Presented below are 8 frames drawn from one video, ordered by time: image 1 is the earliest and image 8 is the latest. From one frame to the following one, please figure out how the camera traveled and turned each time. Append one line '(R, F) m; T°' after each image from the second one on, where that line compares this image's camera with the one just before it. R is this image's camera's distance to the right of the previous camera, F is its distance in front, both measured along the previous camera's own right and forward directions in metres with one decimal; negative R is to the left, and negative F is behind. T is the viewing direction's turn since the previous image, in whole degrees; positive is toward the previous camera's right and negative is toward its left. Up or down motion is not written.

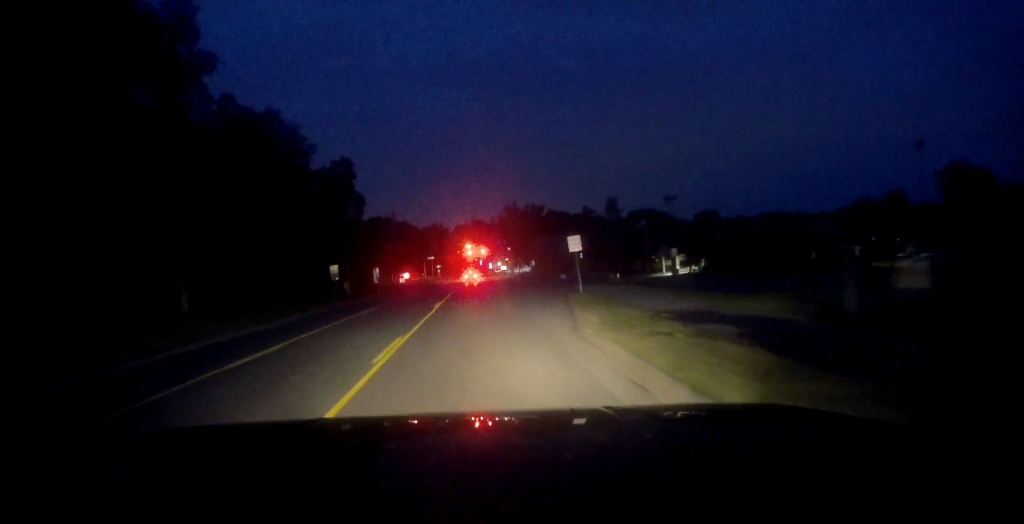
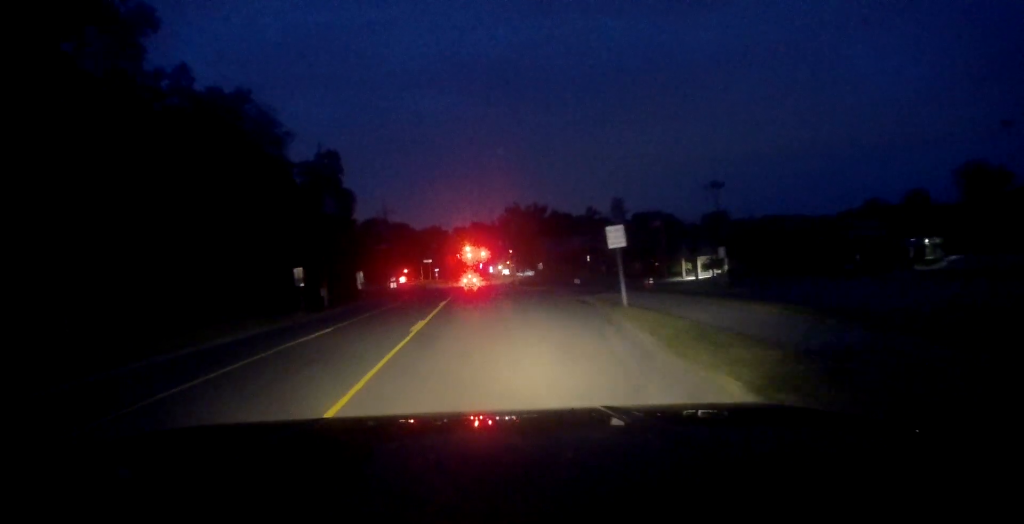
(0.0, +8.5) m; 0°
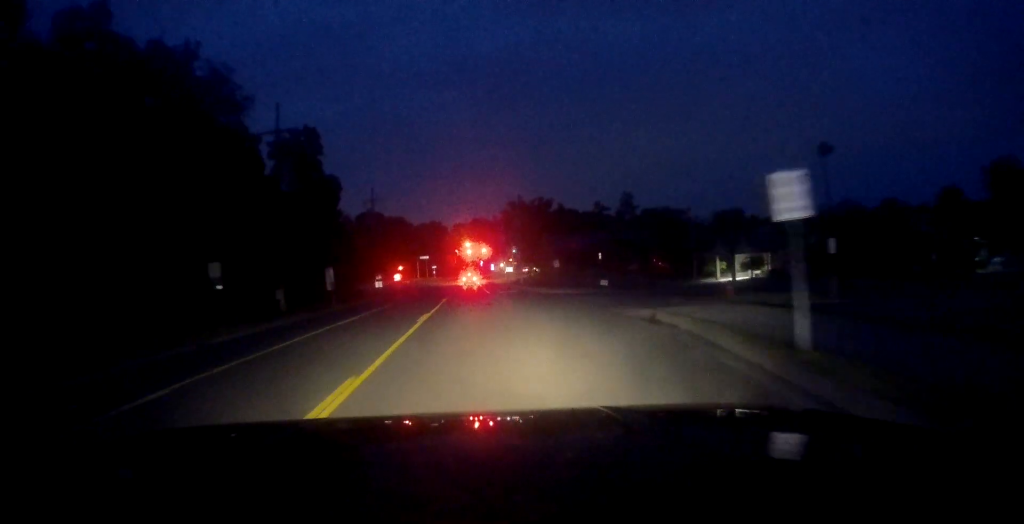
(0.0, +11.2) m; 0°
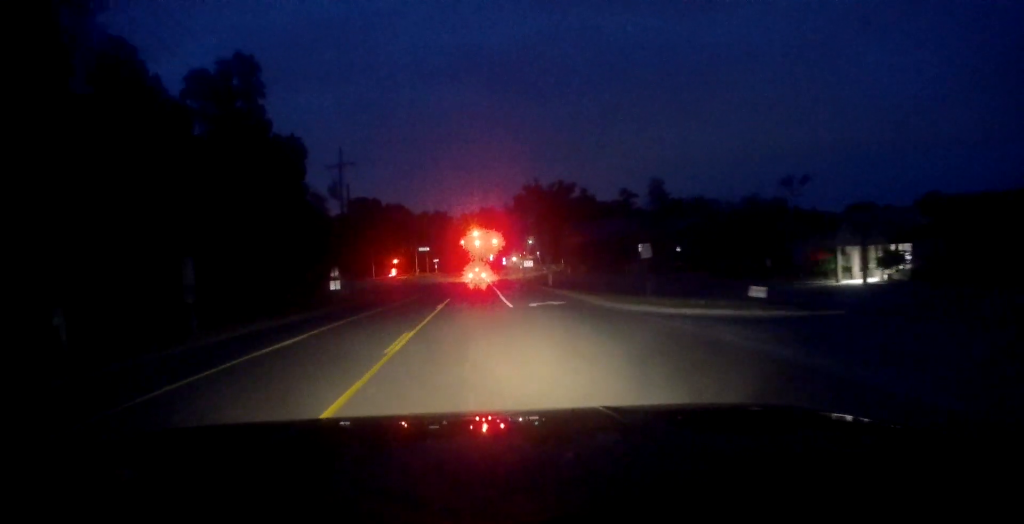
(-0.3, +26.5) m; -1°
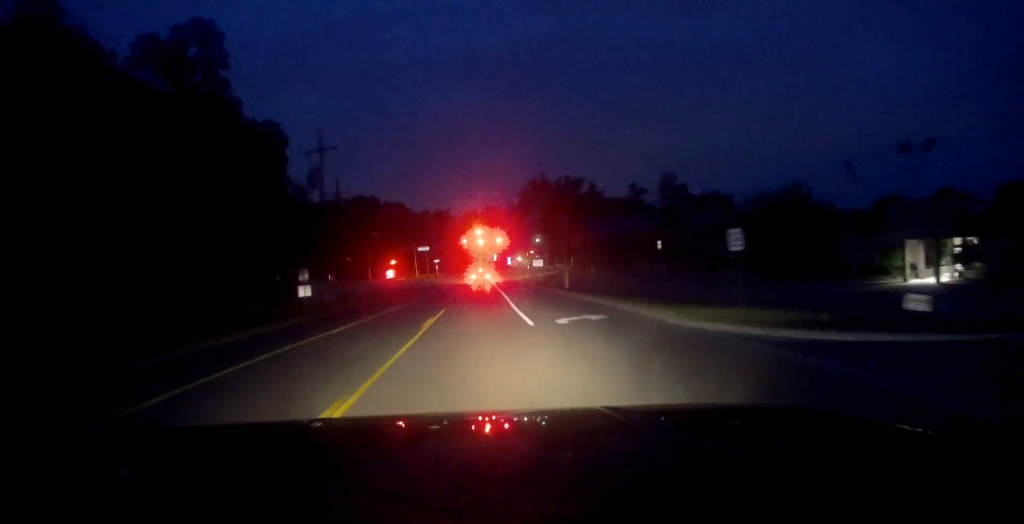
(0.0, +9.7) m; 0°
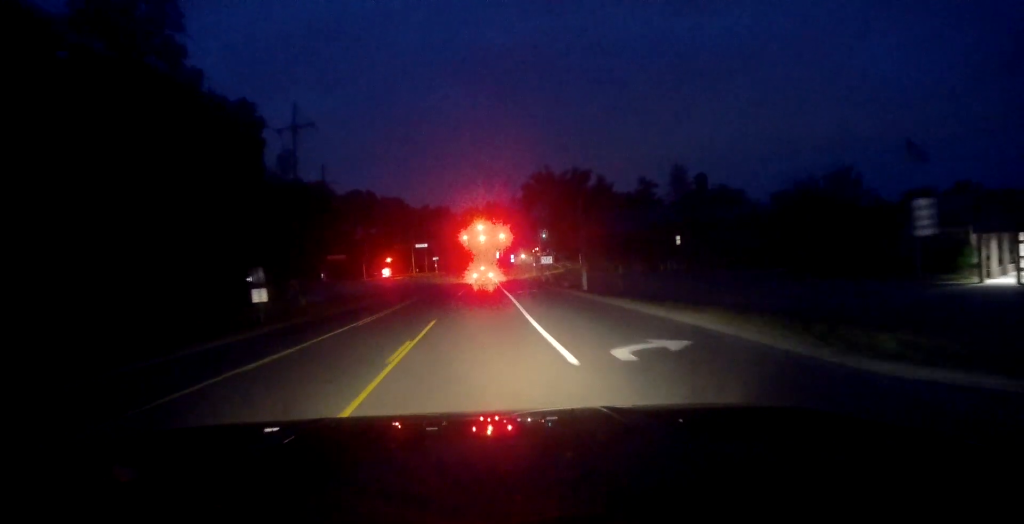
(0.0, +8.5) m; 0°
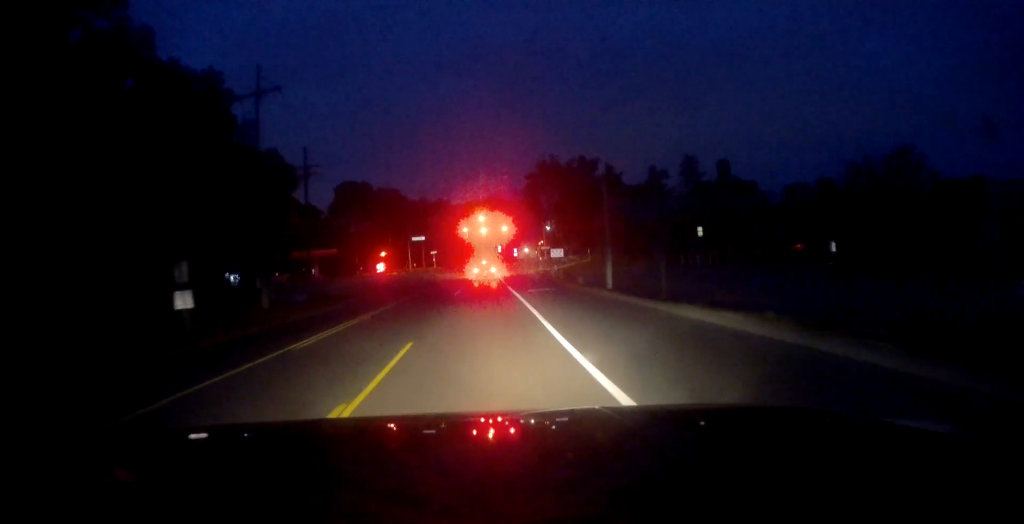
(0.0, +8.5) m; 0°
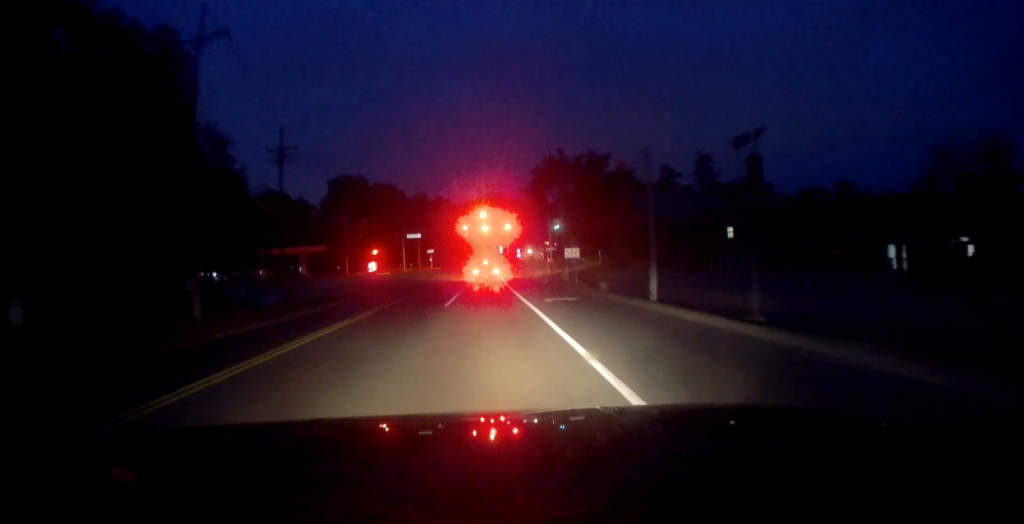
(0.0, +9.8) m; 0°
